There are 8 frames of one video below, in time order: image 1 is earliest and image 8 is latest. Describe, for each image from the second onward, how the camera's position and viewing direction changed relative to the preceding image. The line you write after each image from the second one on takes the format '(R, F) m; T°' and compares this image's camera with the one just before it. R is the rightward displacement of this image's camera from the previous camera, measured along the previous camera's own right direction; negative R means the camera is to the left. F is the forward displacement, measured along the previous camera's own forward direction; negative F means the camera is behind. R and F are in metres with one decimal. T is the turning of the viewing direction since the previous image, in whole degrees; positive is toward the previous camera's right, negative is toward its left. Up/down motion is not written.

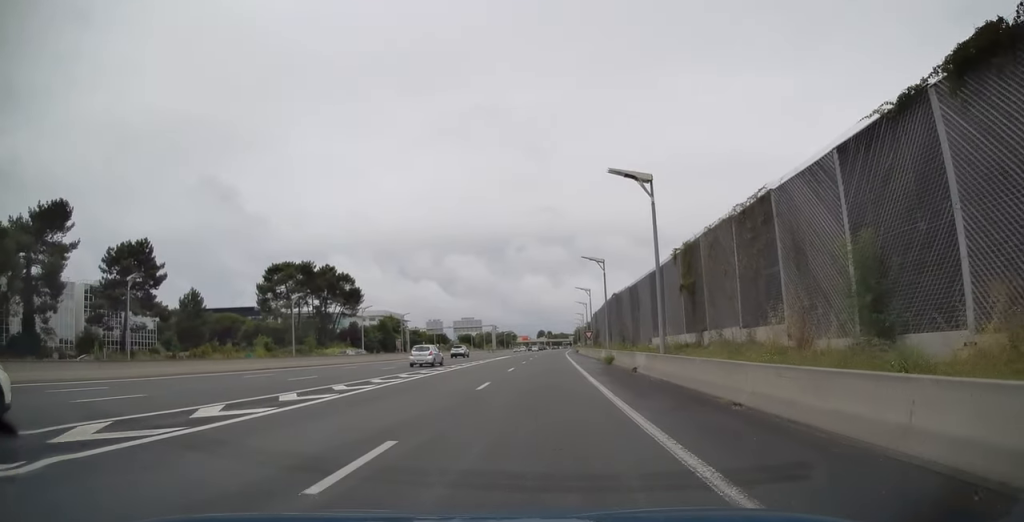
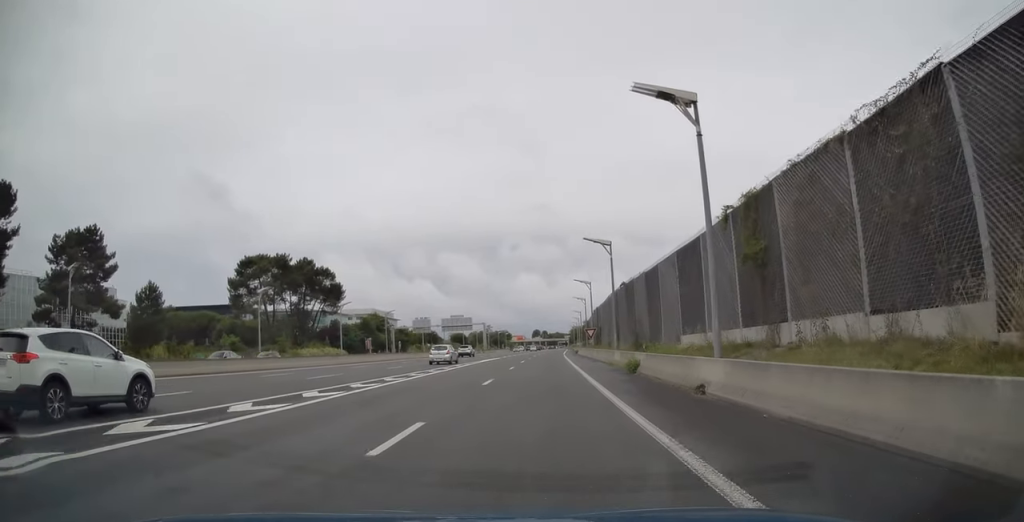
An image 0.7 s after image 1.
(+0.2, +10.9) m; +1°
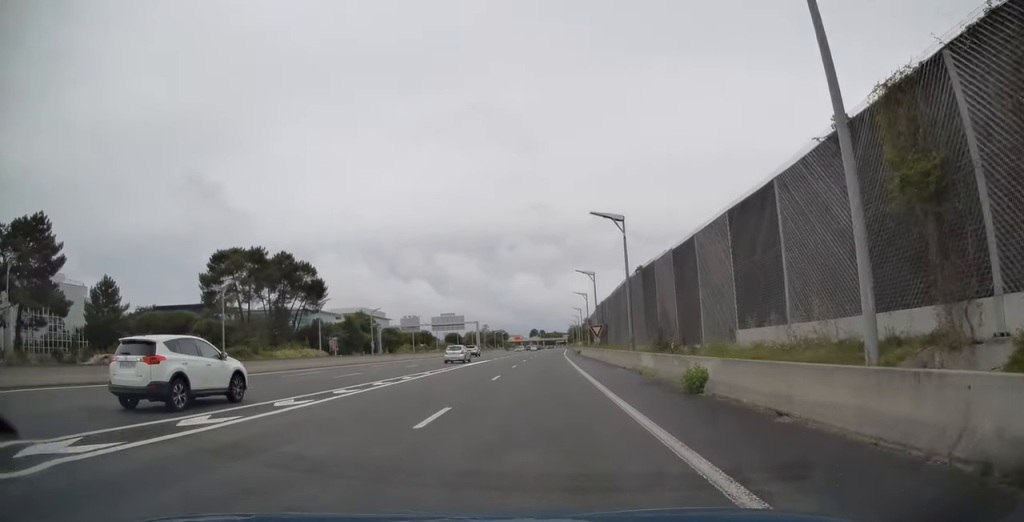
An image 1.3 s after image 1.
(-0.3, +10.3) m; 0°
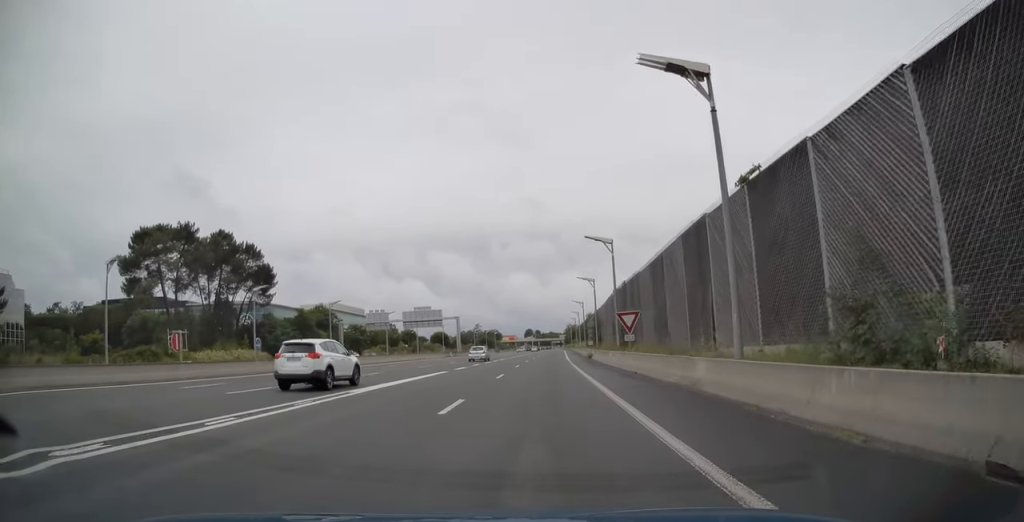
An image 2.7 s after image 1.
(+0.6, +23.8) m; +2°
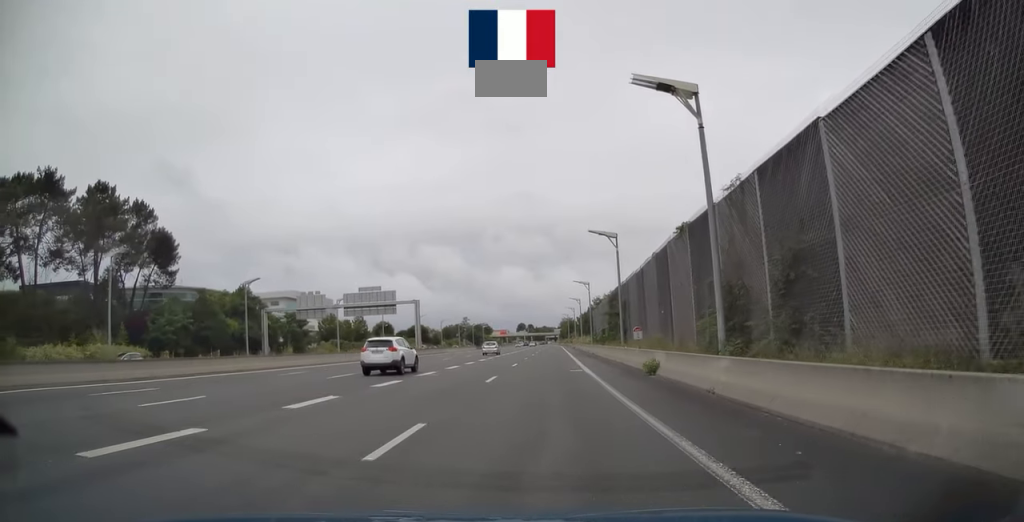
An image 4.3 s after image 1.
(0.0, +30.5) m; -1°
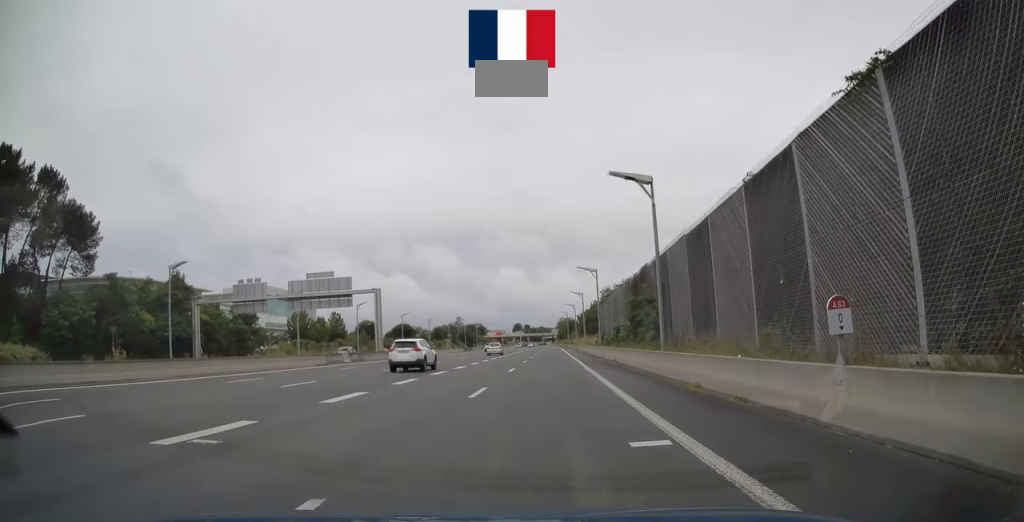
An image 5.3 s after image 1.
(-0.3, +18.2) m; 0°
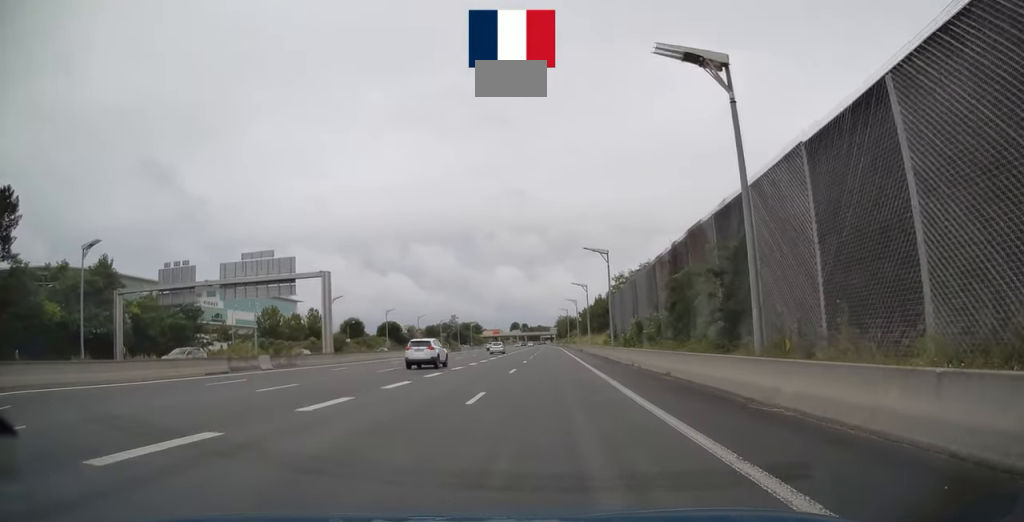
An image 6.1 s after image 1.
(+0.2, +14.9) m; +1°
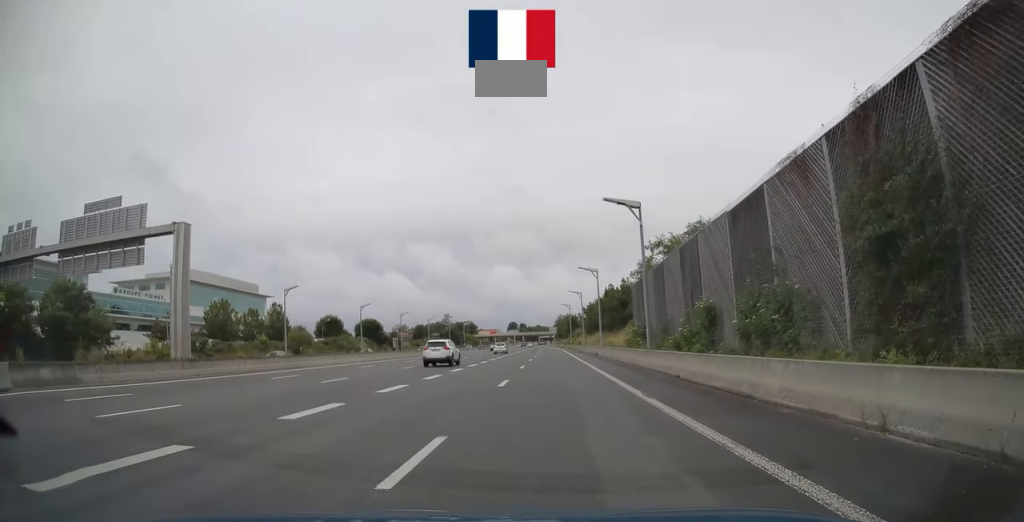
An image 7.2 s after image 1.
(+0.2, +20.8) m; +1°
